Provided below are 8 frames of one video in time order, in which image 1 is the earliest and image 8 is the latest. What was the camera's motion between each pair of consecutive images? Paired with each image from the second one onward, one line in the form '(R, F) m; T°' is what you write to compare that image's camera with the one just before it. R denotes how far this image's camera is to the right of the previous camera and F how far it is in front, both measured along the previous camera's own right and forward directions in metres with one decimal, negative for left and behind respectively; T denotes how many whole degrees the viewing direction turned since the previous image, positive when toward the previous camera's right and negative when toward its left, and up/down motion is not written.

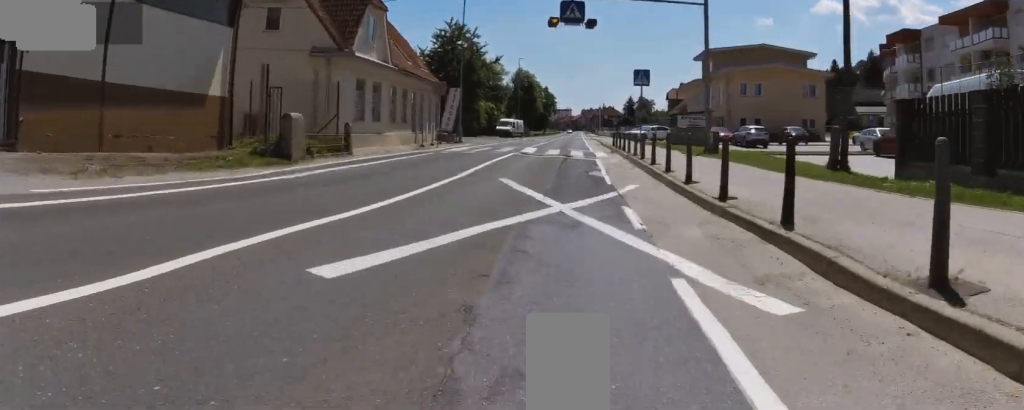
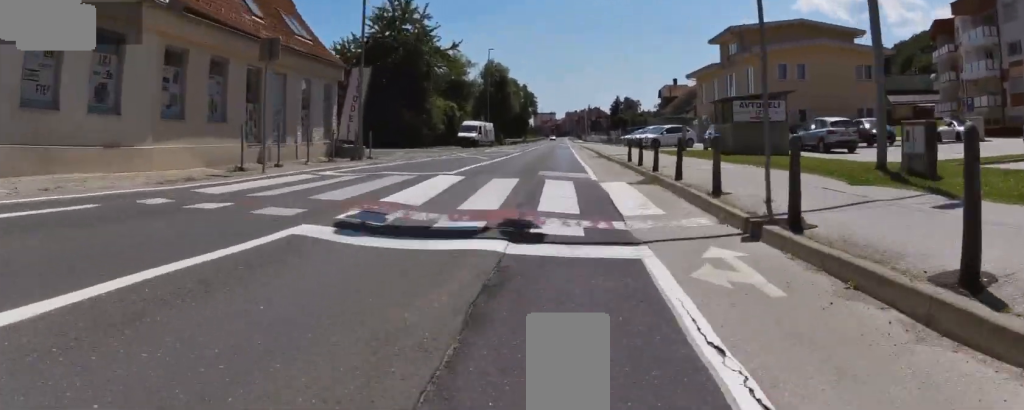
(-0.2, +15.1) m; 0°
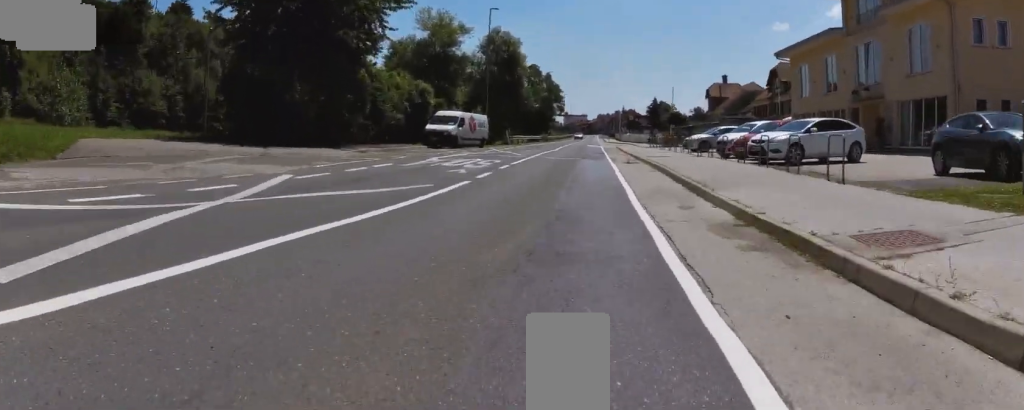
(-0.5, +20.3) m; +1°
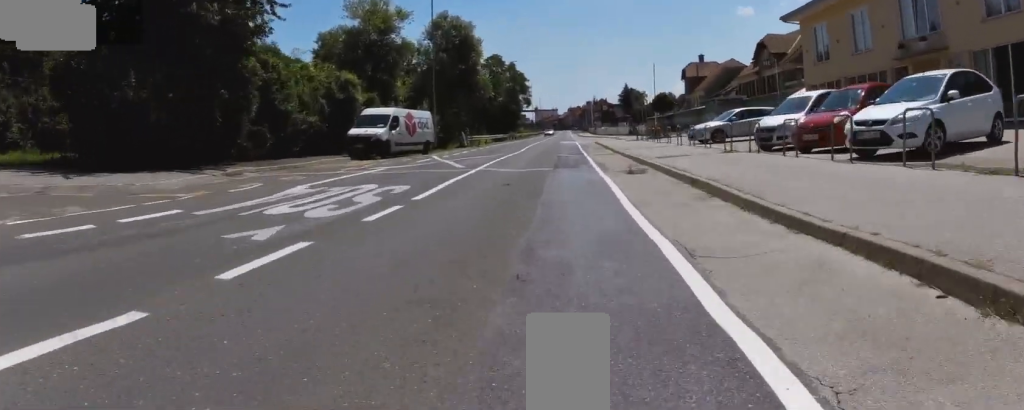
(+0.6, +7.9) m; +3°
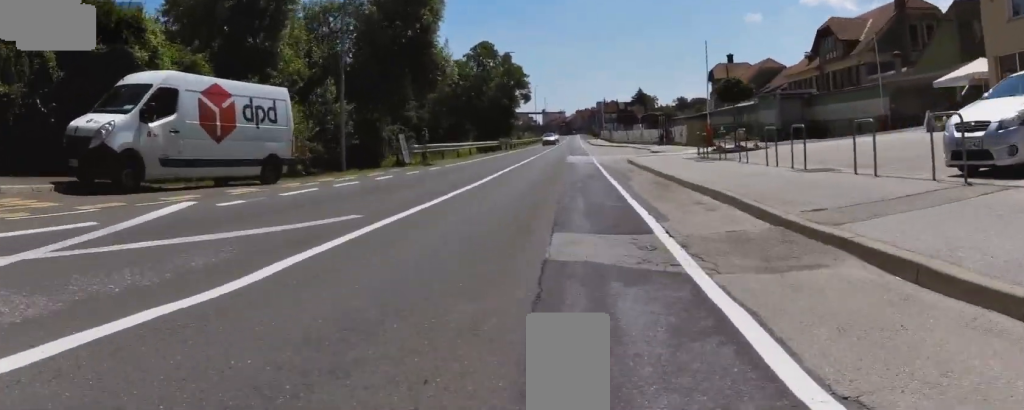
(+0.2, +16.8) m; -3°
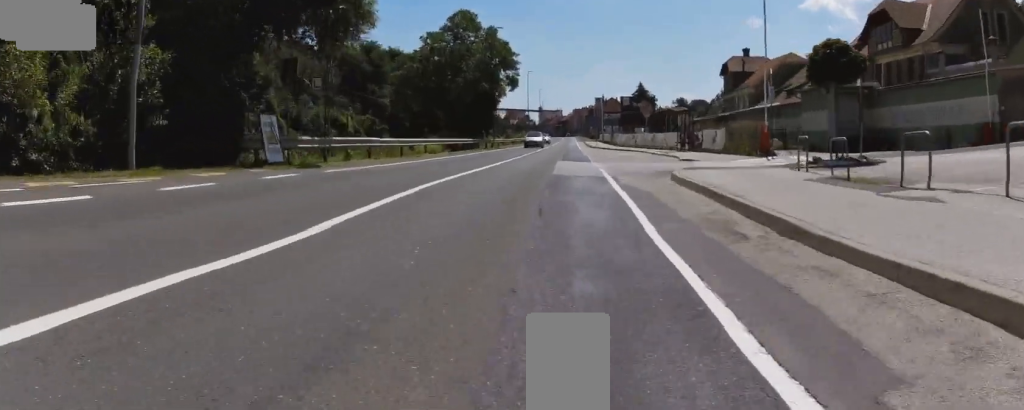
(-0.8, +11.0) m; 0°
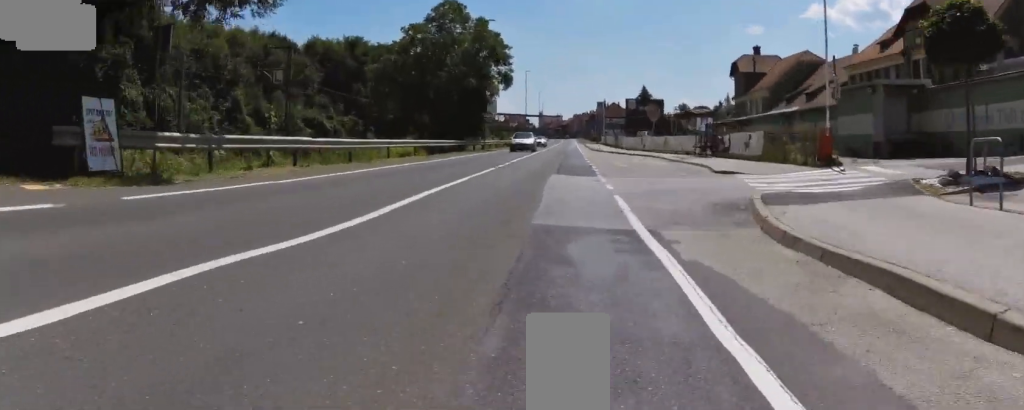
(+0.3, +6.0) m; 0°
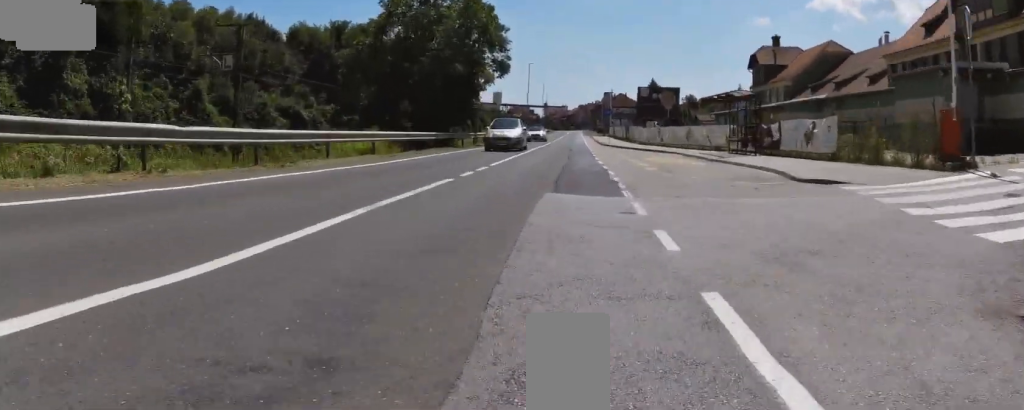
(+0.4, +6.4) m; 0°
